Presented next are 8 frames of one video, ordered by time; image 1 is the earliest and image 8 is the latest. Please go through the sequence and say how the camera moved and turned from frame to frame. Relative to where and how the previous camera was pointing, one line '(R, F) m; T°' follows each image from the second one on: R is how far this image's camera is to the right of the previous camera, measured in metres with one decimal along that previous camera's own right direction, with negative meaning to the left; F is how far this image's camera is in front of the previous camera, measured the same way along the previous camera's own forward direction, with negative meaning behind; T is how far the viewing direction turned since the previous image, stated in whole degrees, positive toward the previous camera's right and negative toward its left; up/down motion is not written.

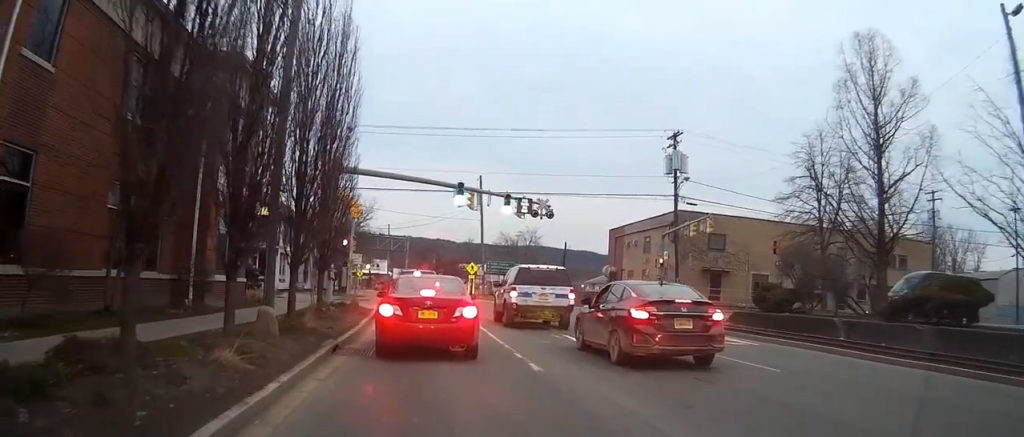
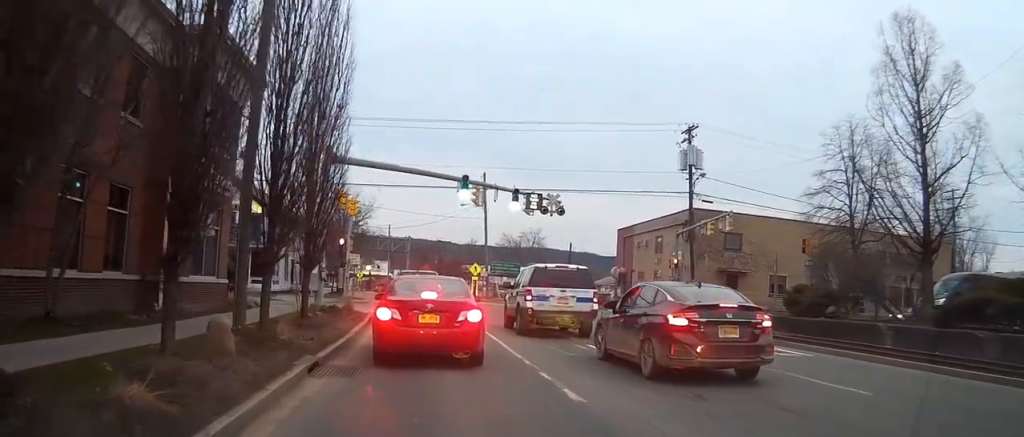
(-0.1, +3.3) m; 0°
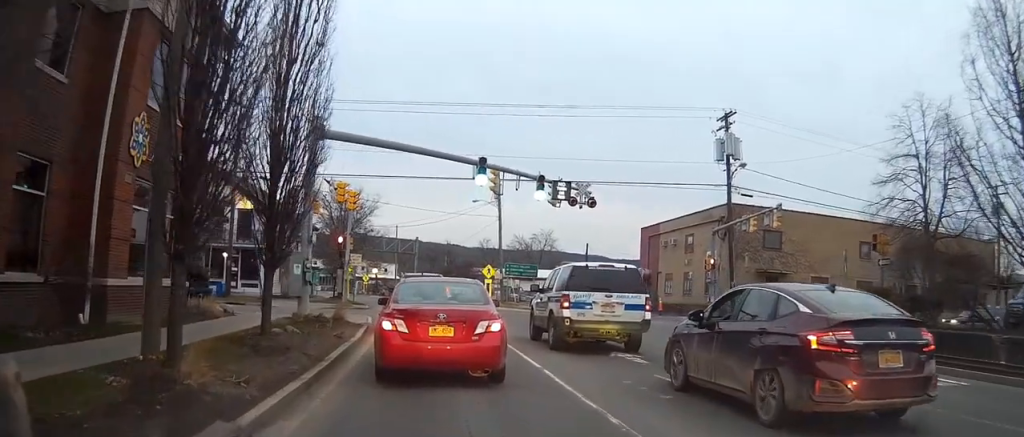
(+0.1, +5.8) m; 0°
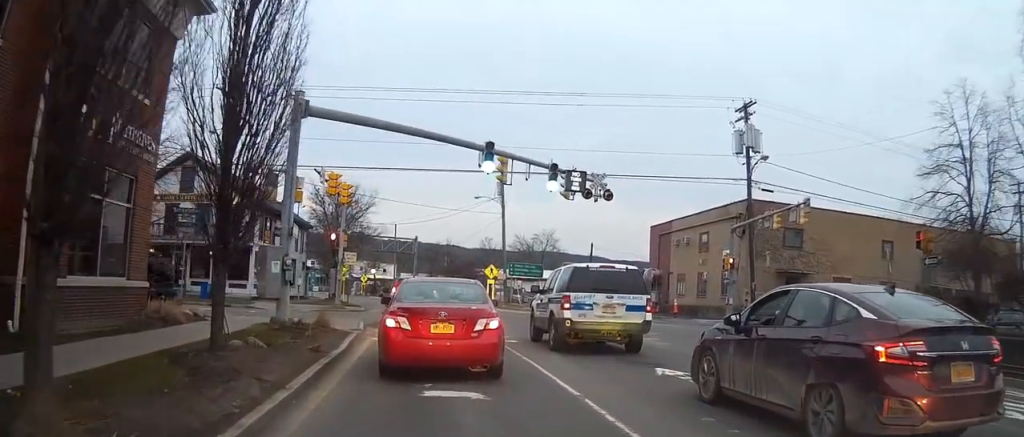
(-0.1, +3.7) m; -1°
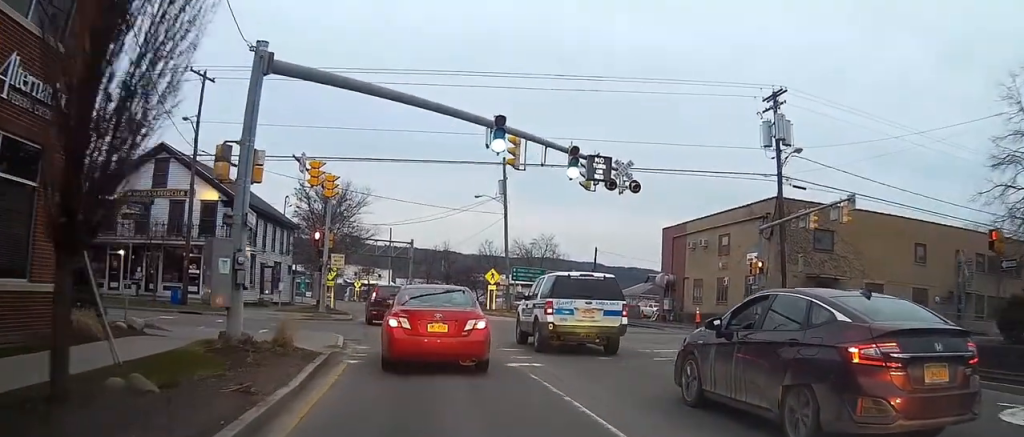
(+0.1, +4.9) m; +3°
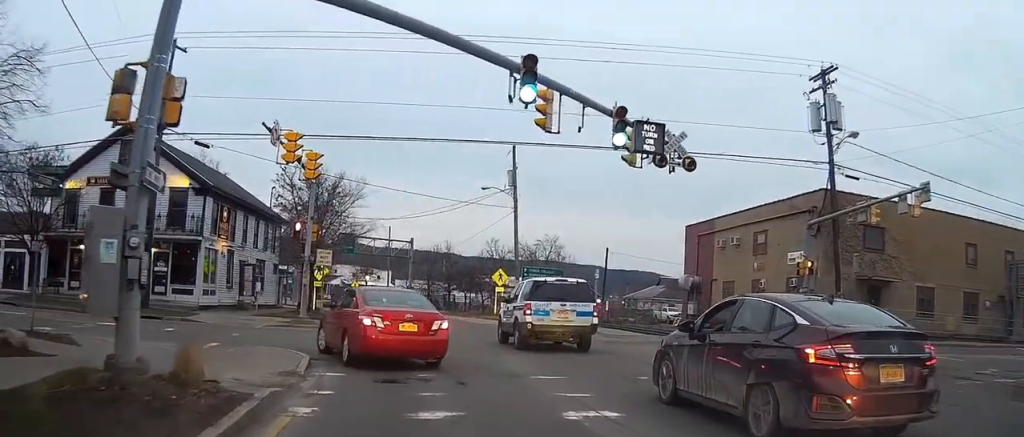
(+0.1, +5.5) m; -1°
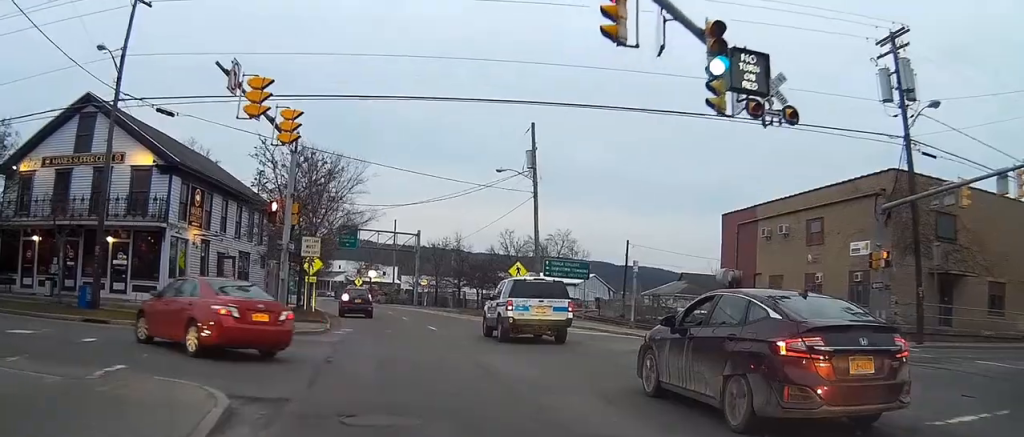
(-0.2, +6.1) m; -3°
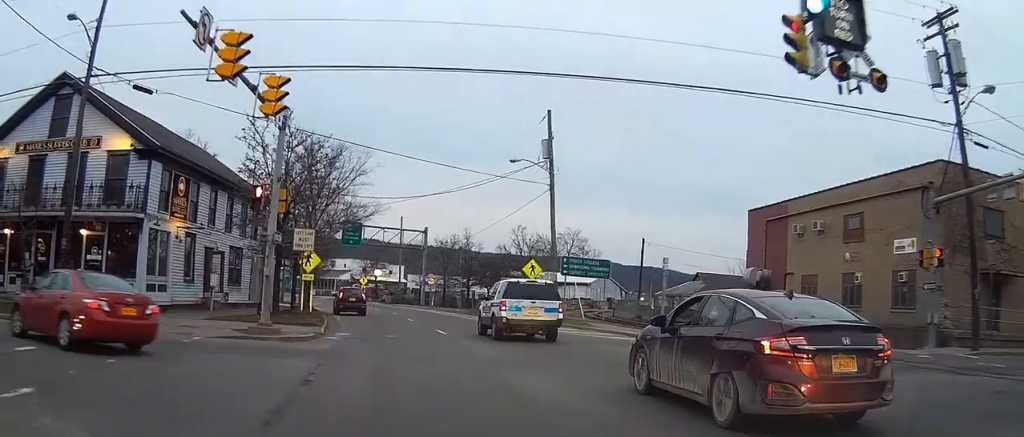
(0.0, +3.5) m; -1°
